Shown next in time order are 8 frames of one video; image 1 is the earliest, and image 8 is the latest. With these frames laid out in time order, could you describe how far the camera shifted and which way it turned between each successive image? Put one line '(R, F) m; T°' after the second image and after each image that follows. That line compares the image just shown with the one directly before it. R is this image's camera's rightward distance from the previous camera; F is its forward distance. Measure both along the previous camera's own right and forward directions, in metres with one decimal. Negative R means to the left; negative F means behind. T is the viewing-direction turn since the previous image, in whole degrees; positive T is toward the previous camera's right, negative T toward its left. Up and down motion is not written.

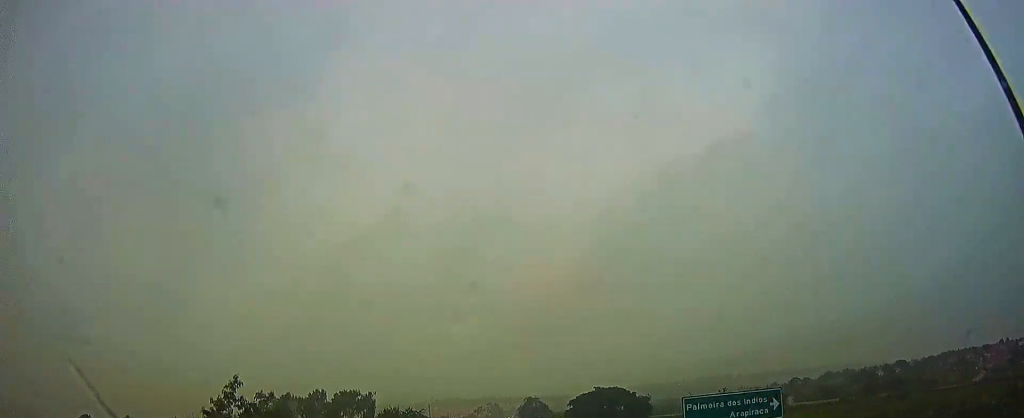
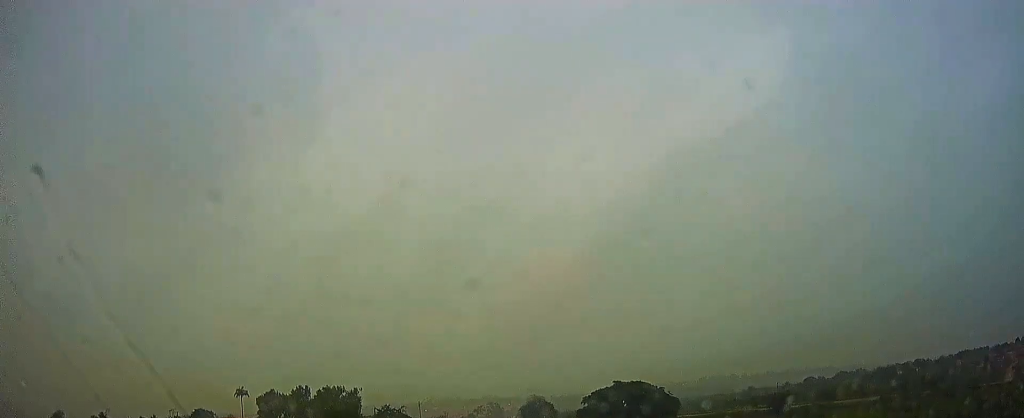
(+0.1, +23.8) m; 0°
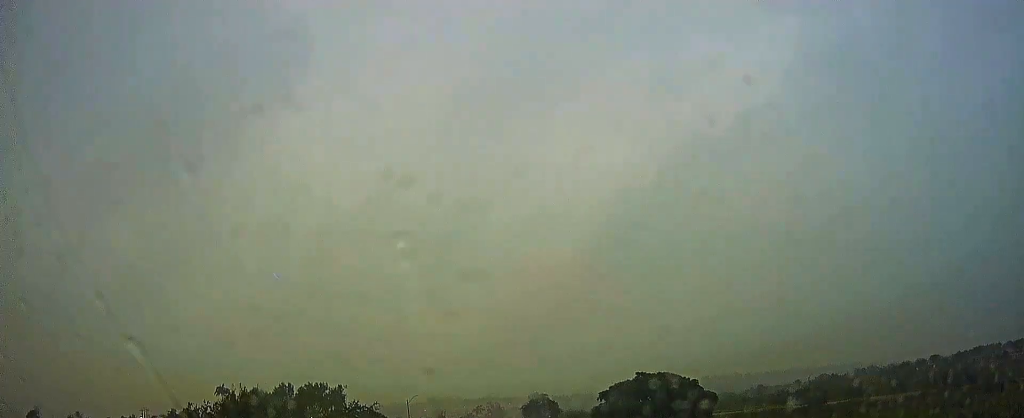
(-0.2, +20.4) m; 0°
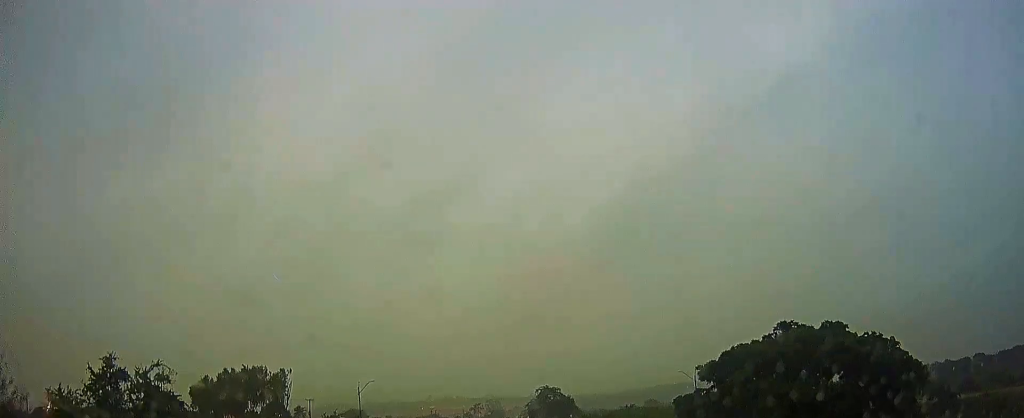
(-0.2, +50.9) m; 0°
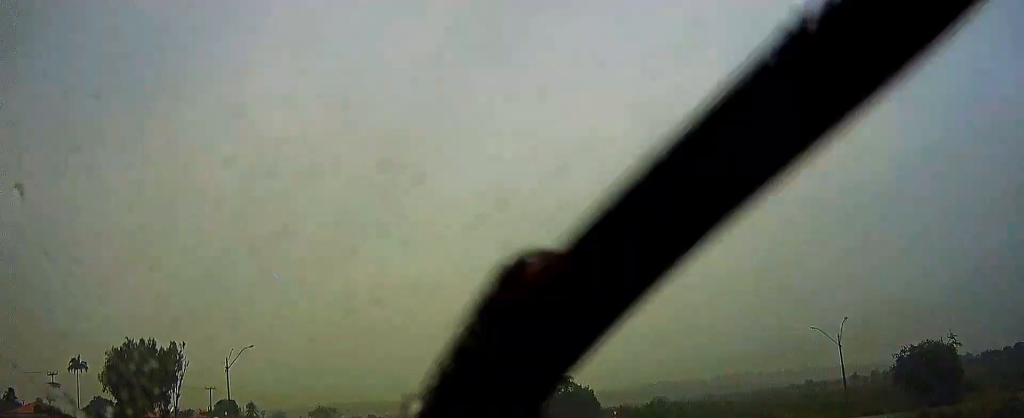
(0.0, +47.7) m; 0°
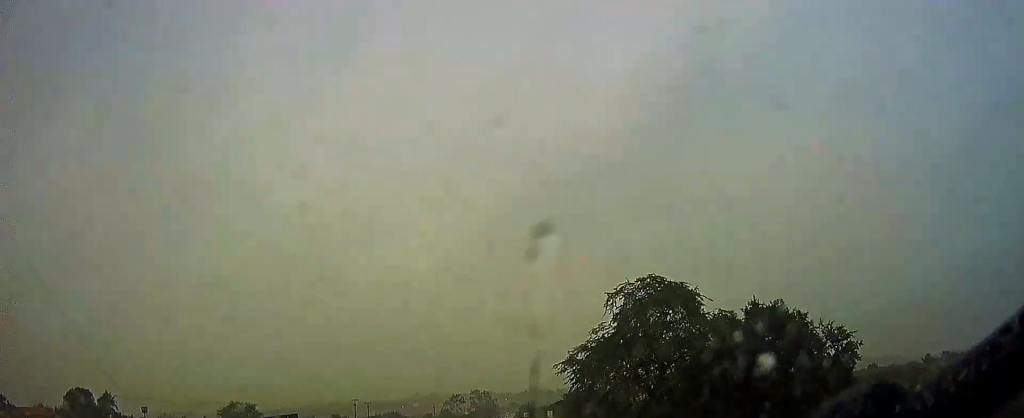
(+0.3, +90.0) m; 0°
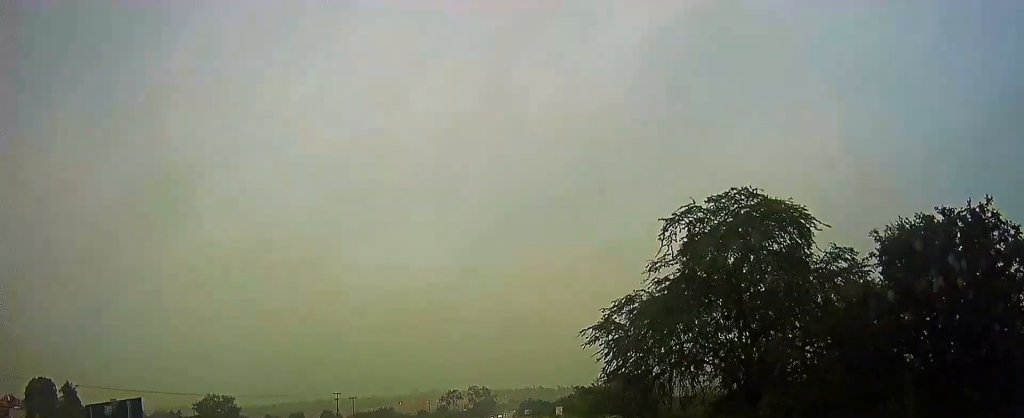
(0.0, +16.2) m; 0°
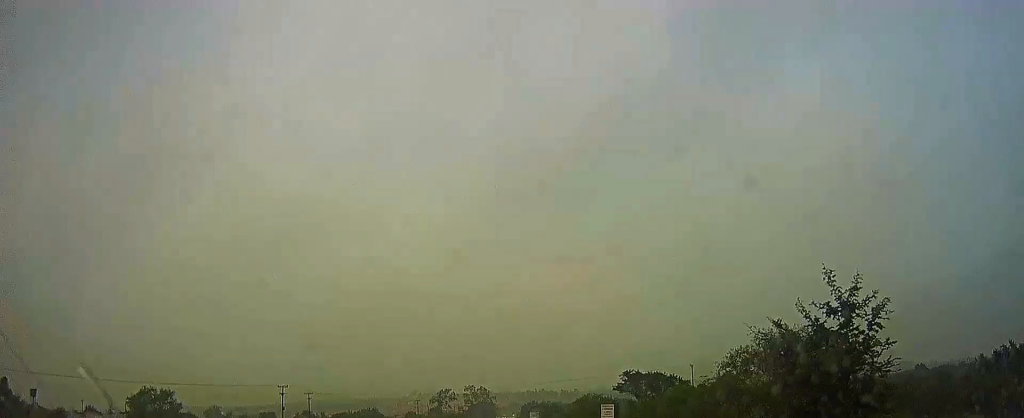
(+0.2, +35.0) m; +1°
